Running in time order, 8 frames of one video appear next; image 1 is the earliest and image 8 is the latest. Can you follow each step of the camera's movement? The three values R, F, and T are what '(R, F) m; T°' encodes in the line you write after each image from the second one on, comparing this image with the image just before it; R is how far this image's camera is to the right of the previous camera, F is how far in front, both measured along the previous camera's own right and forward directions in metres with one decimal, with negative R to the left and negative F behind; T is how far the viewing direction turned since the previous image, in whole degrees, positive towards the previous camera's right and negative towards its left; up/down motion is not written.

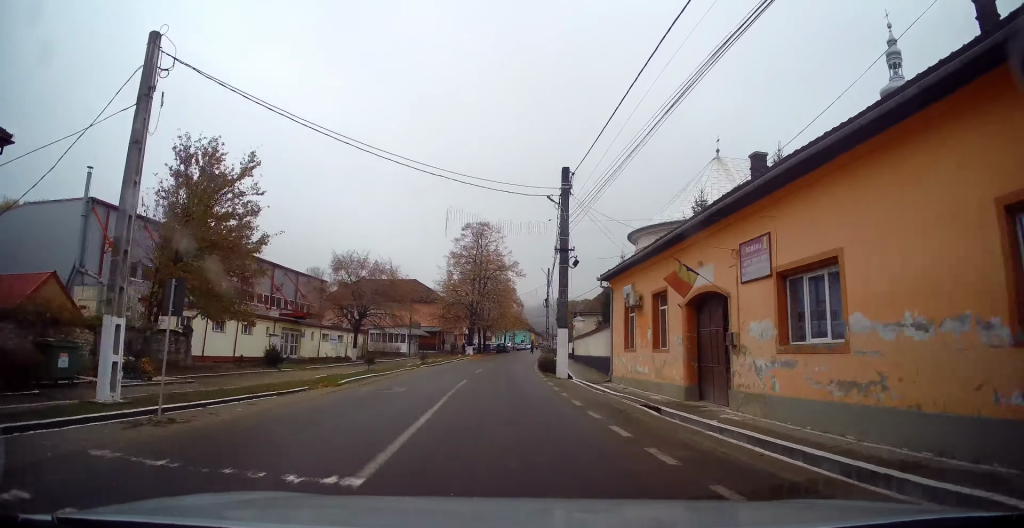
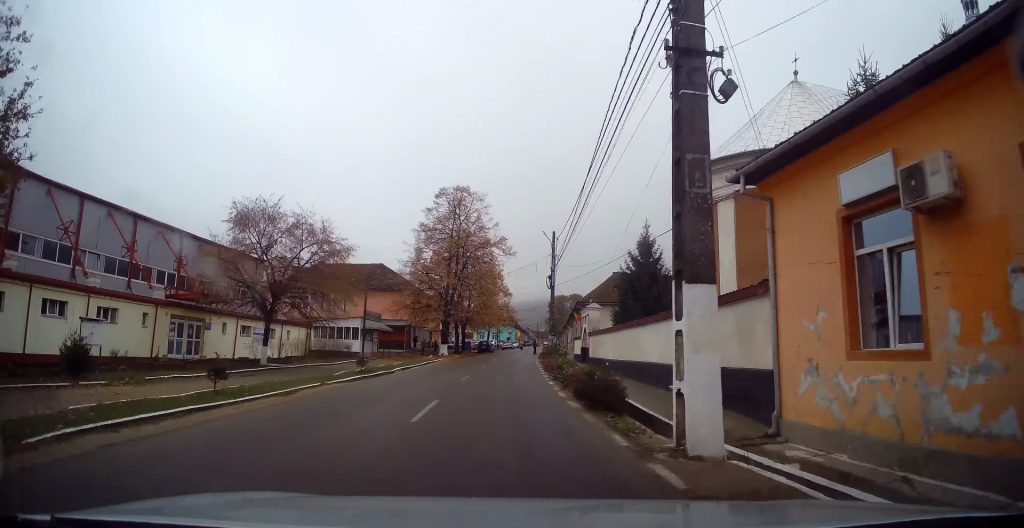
(0.0, +14.8) m; +1°
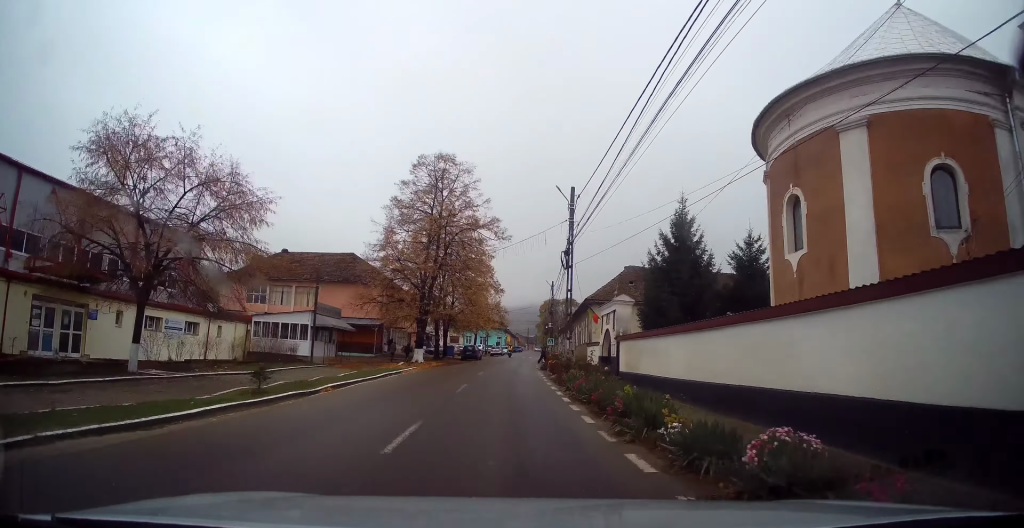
(+0.2, +11.1) m; +1°
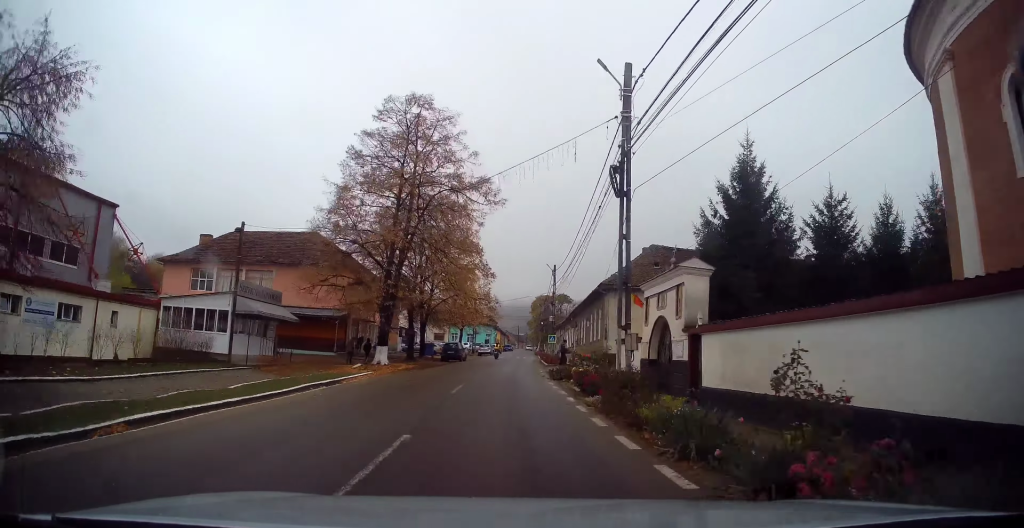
(+0.2, +11.1) m; +1°
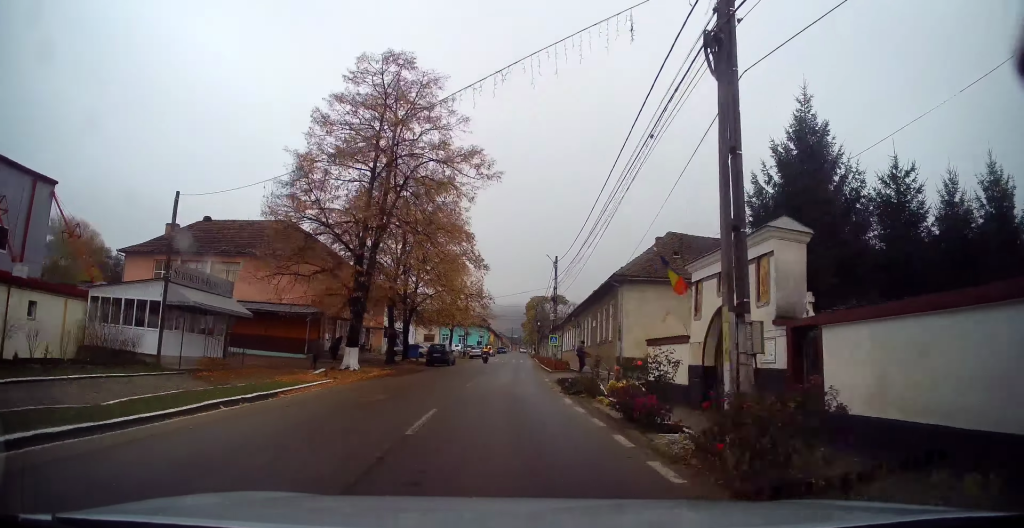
(-0.1, +5.8) m; 0°
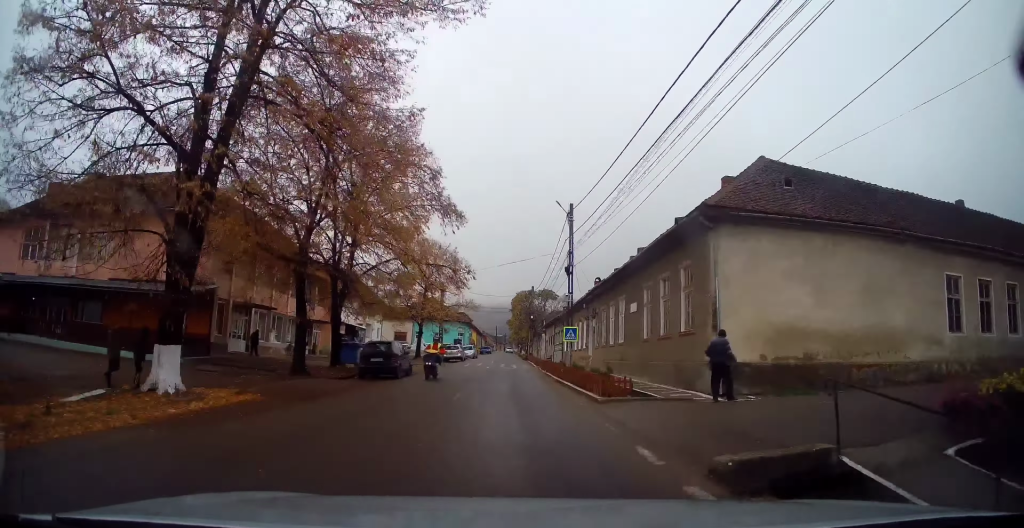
(-0.1, +15.3) m; +1°
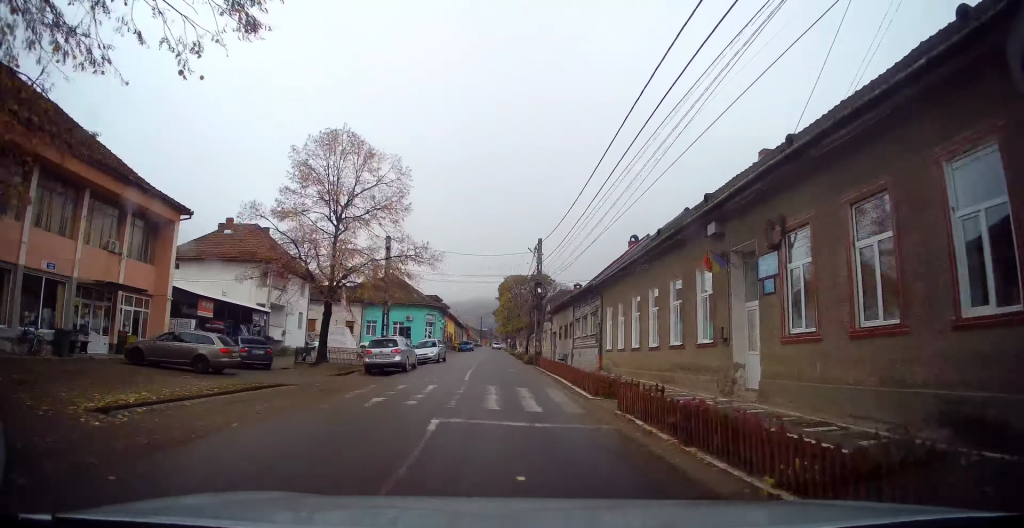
(+1.0, +24.8) m; +3°
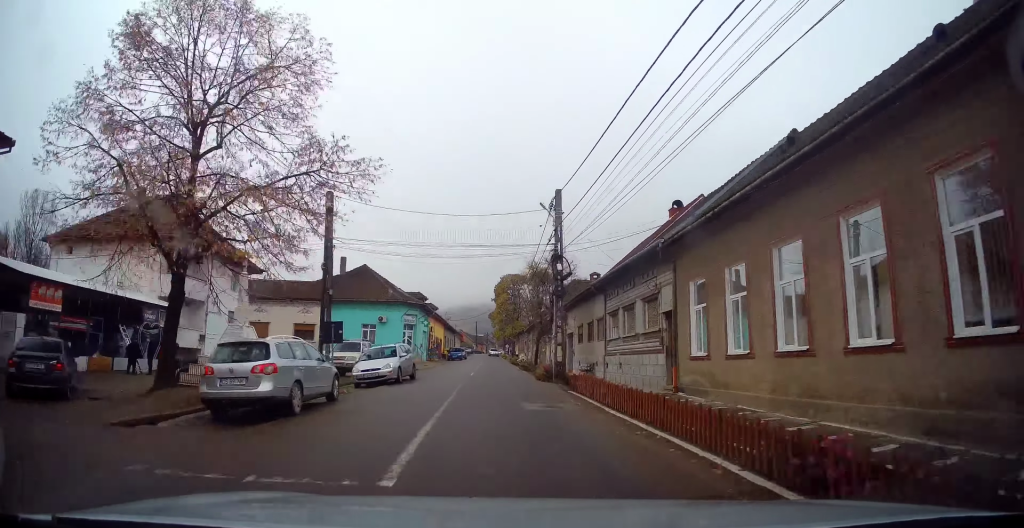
(0.0, +12.3) m; 0°
